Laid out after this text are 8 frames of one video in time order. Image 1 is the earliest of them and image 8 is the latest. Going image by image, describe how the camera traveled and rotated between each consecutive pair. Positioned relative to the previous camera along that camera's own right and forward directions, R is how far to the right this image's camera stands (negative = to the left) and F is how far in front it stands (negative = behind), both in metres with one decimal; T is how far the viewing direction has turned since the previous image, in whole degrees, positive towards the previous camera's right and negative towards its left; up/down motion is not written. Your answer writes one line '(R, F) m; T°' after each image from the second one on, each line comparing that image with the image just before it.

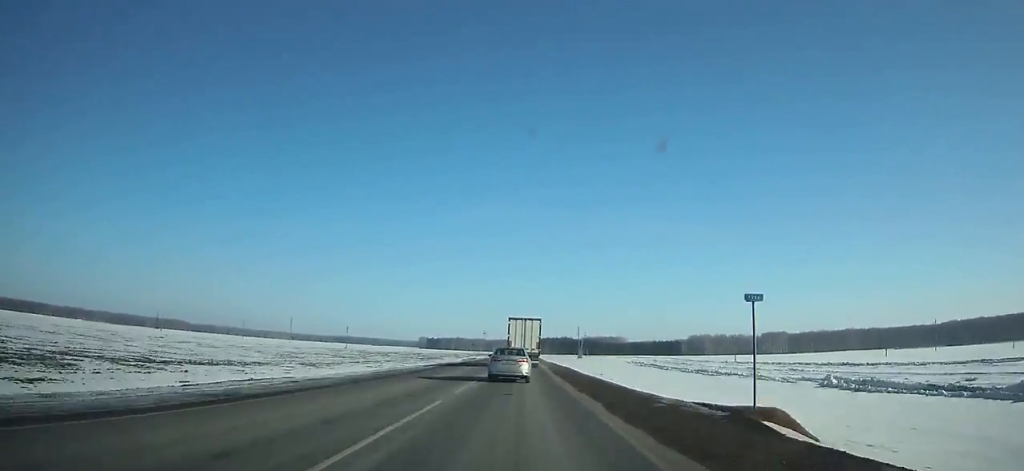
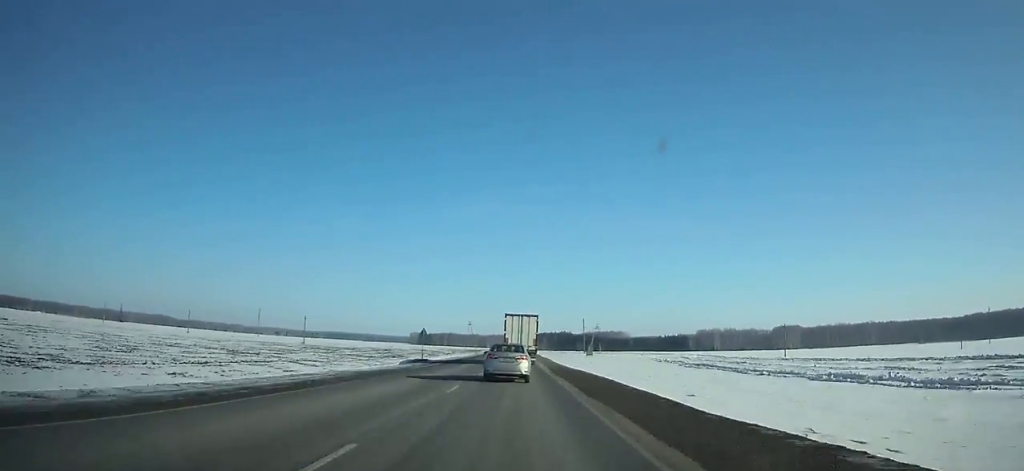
(+0.1, +53.8) m; 0°
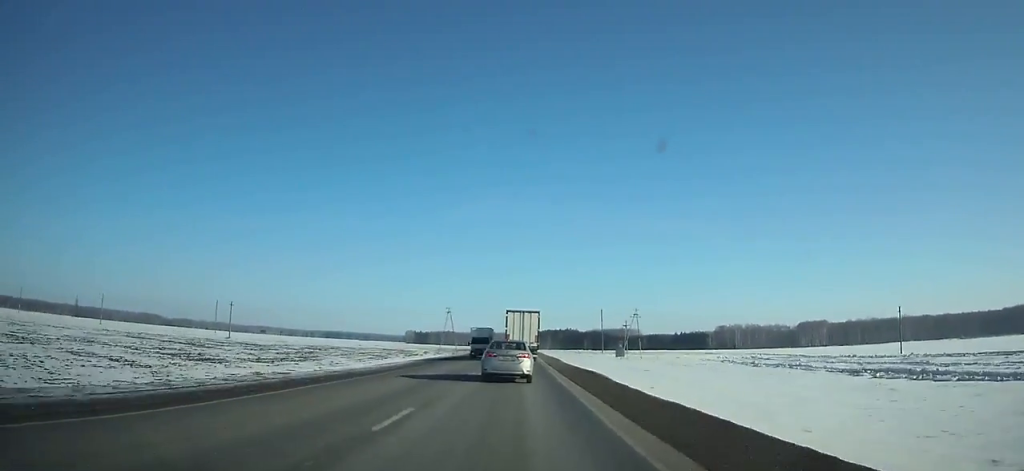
(+0.2, +67.1) m; 0°
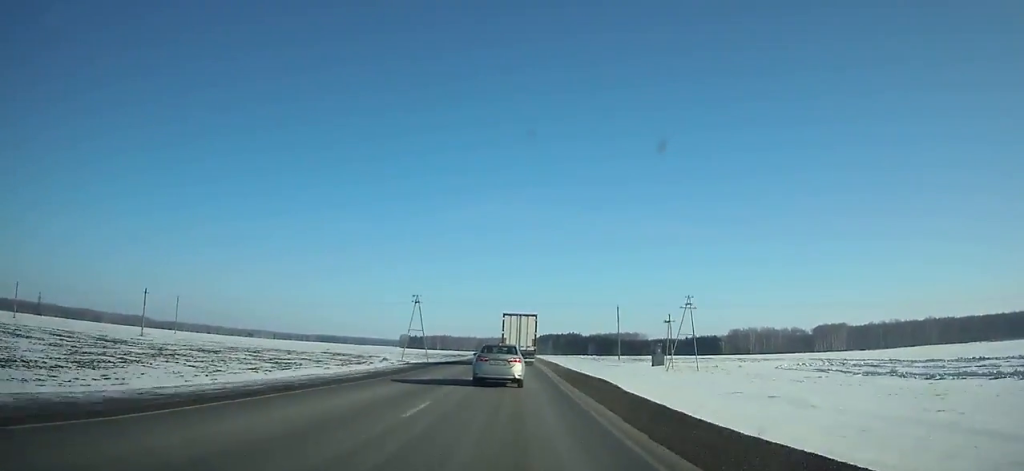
(-0.2, +45.7) m; 0°
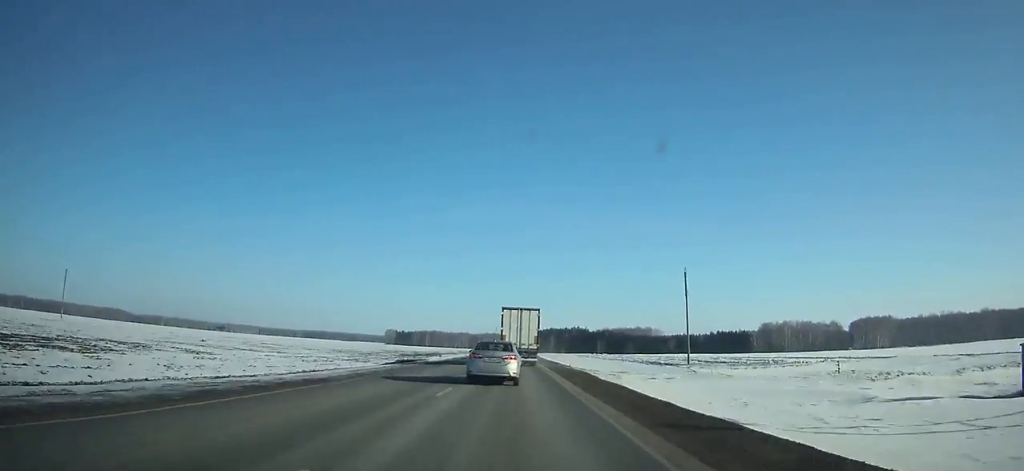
(0.0, +89.3) m; 0°
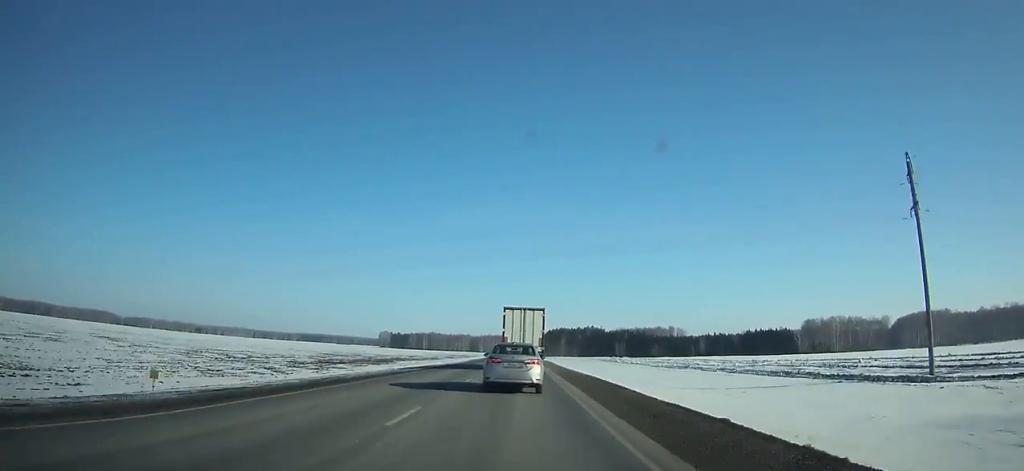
(+0.1, +75.4) m; 0°
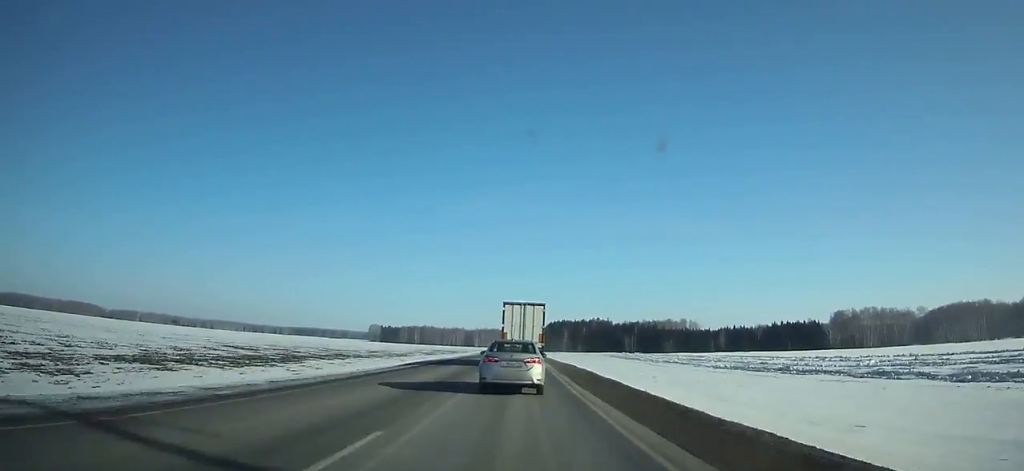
(-0.1, +51.1) m; 0°
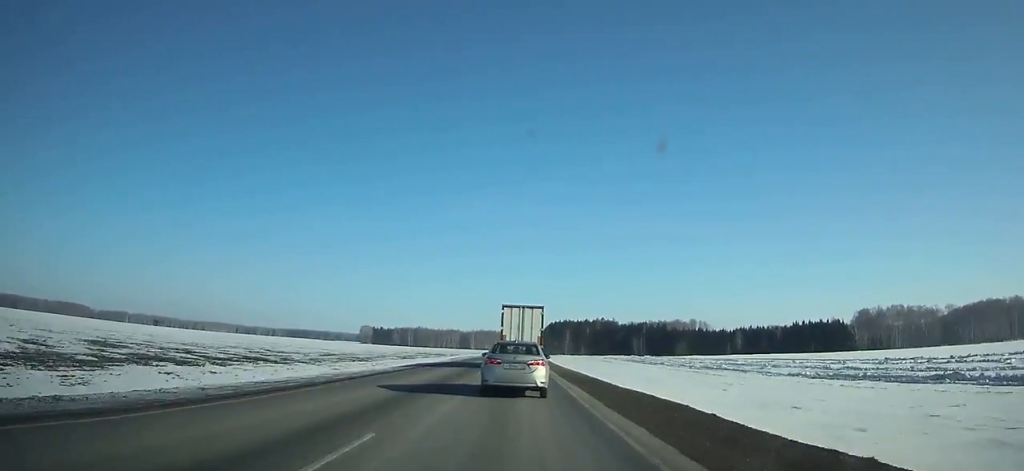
(+0.1, +35.7) m; 0°
